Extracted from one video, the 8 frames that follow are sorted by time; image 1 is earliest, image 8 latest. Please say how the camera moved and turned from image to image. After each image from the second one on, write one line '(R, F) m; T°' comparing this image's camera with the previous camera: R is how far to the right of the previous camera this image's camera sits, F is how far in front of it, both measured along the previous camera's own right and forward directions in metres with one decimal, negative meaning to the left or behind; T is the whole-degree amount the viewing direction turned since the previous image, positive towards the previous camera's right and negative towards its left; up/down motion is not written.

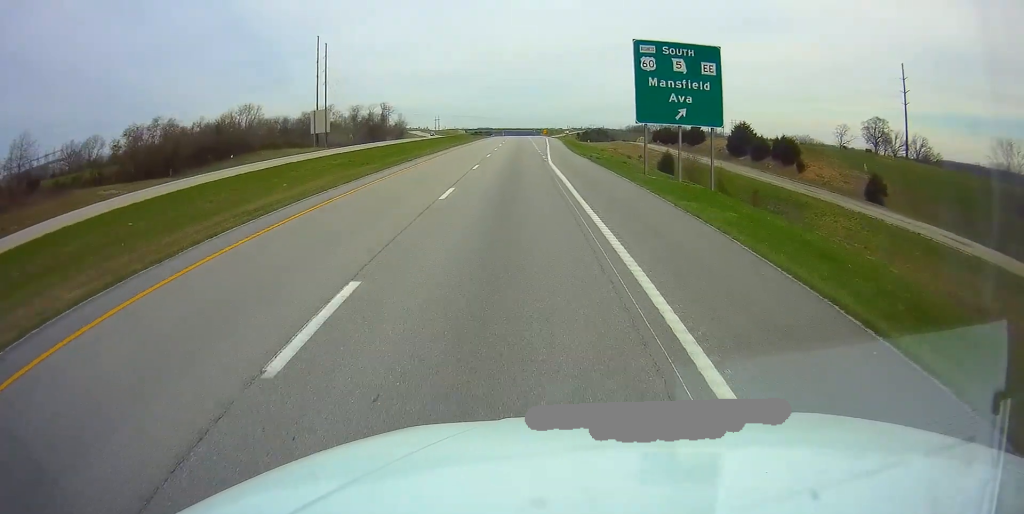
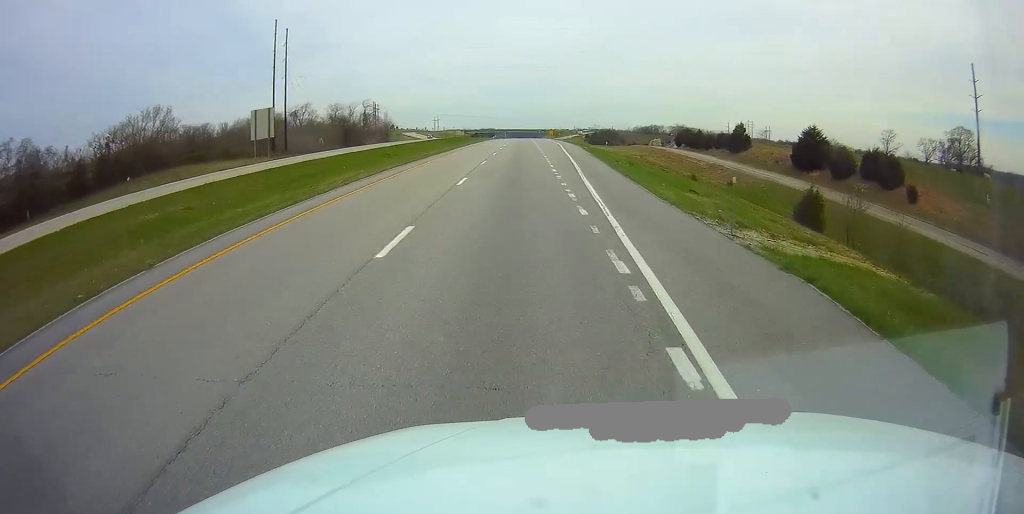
(0.0, +32.0) m; 0°
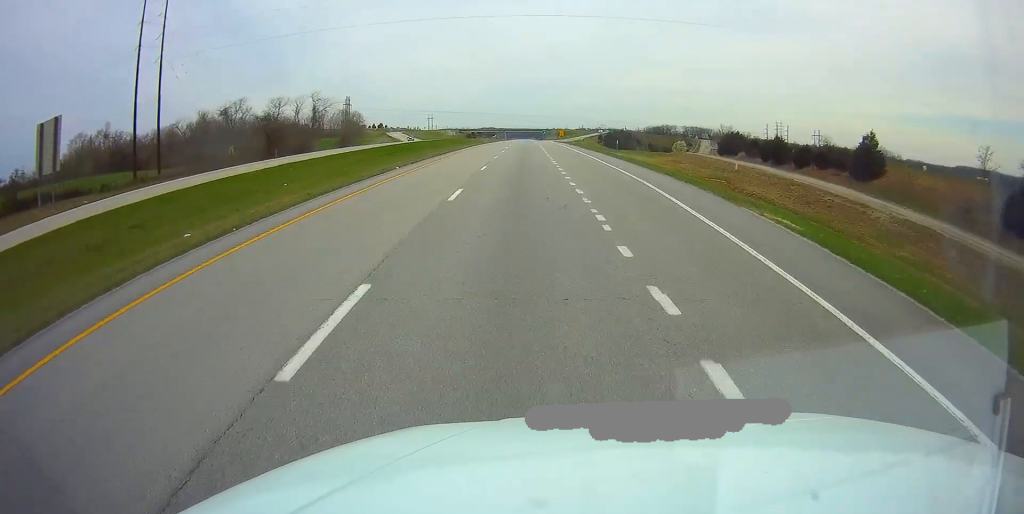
(-0.2, +53.8) m; 0°
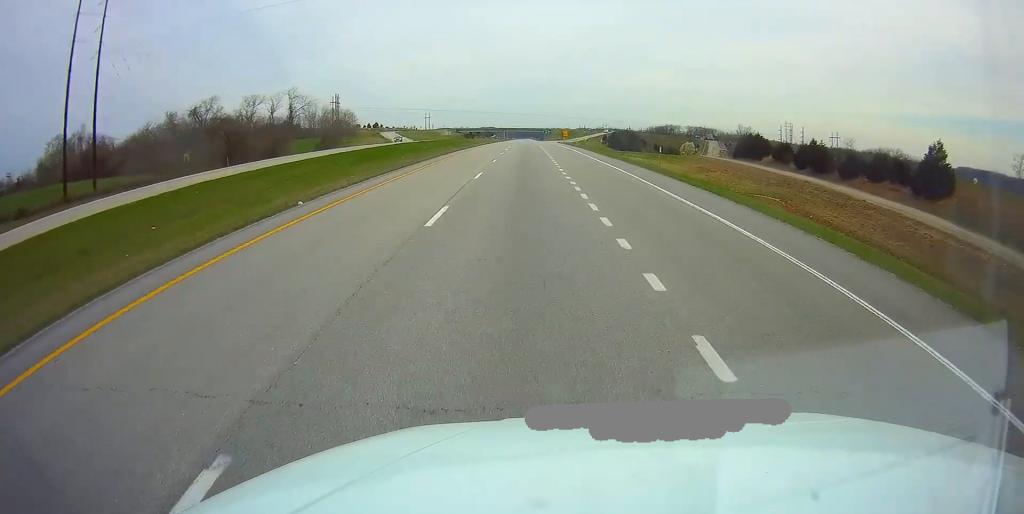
(+0.1, +16.5) m; 0°
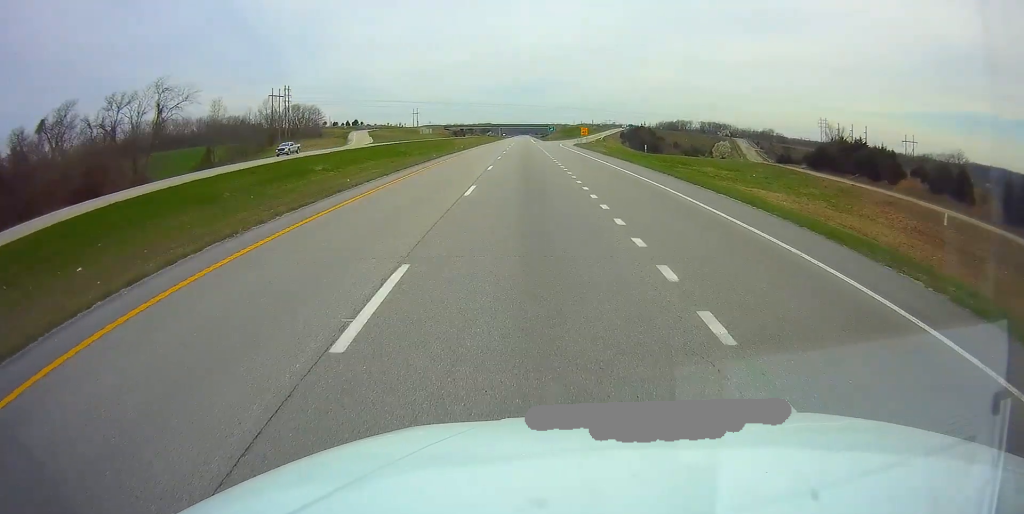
(0.0, +56.0) m; 0°
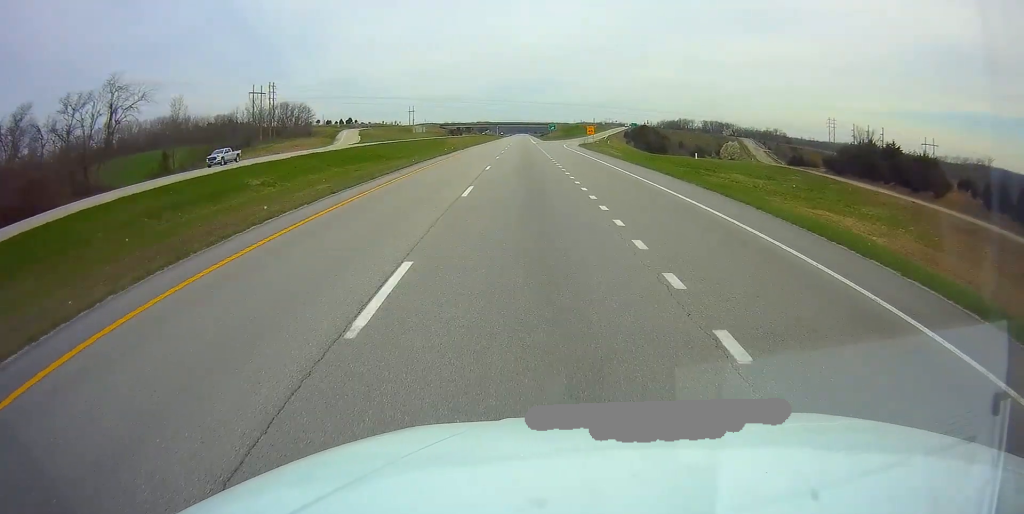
(0.0, +12.5) m; 0°
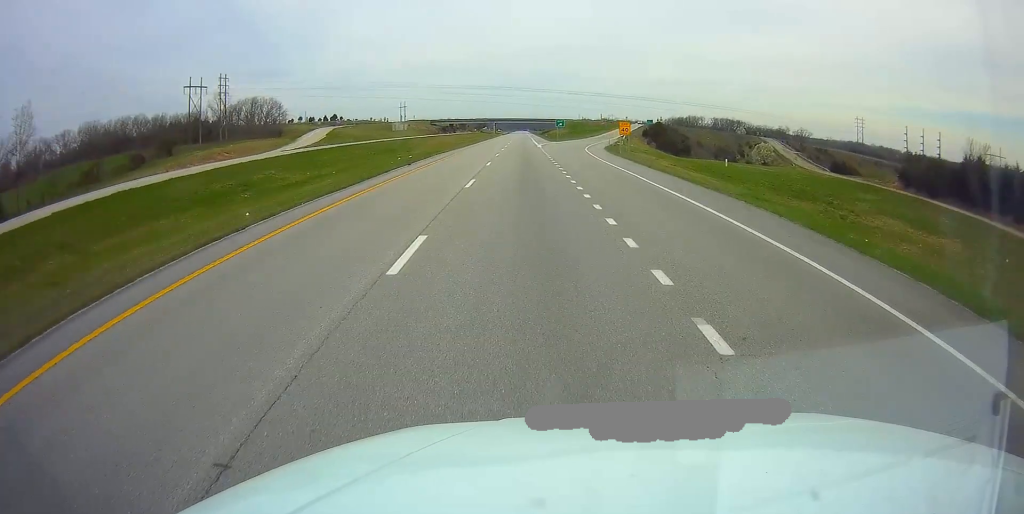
(+0.1, +34.5) m; 0°
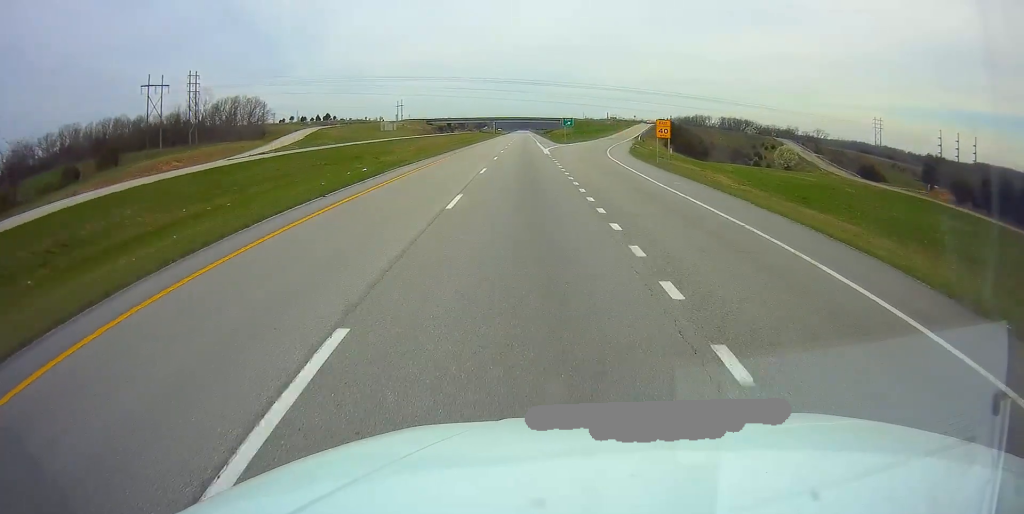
(-0.1, +17.8) m; 0°
